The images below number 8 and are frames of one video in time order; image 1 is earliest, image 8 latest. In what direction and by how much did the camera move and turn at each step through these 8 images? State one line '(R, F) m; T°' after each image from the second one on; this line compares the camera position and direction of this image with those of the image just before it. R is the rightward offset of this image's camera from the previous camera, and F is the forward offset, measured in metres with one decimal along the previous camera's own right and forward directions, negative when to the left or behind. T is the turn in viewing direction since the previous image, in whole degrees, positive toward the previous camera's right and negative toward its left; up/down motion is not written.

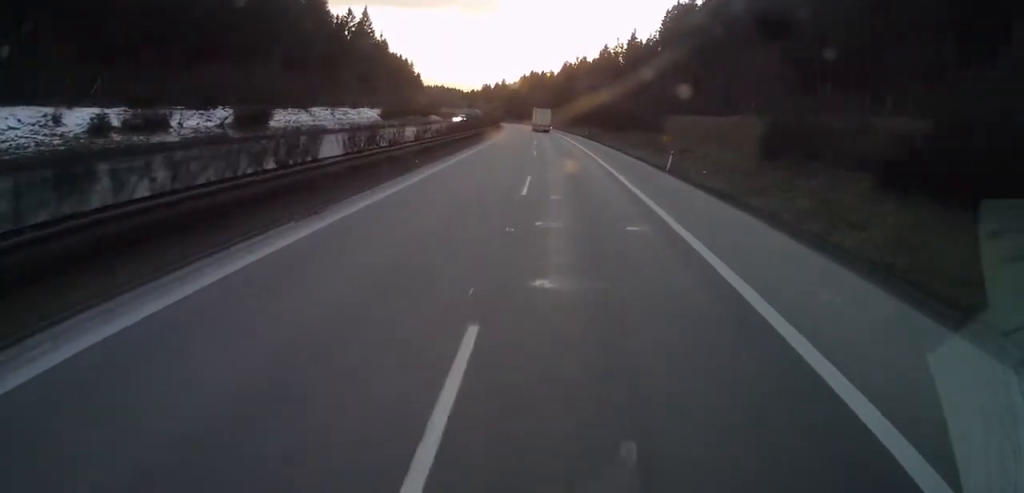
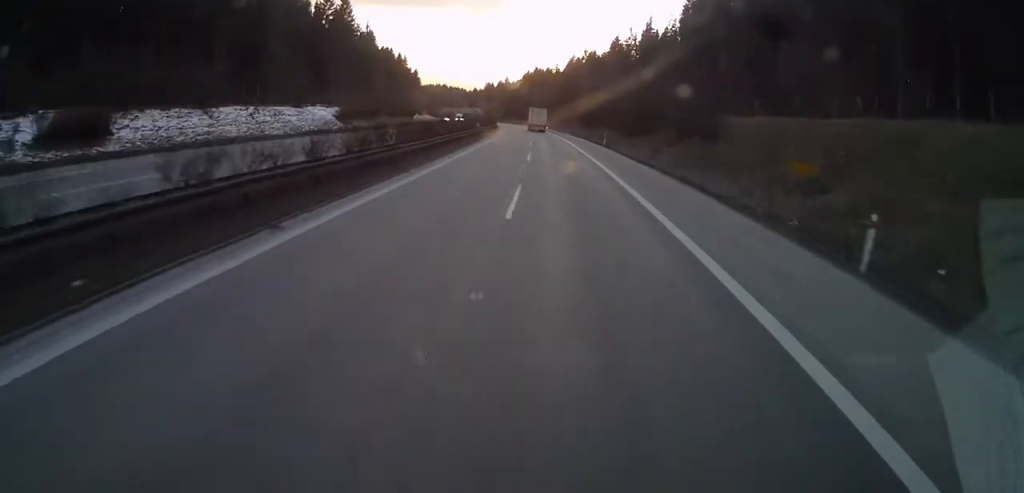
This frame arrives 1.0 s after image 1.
(-0.3, +22.7) m; -1°
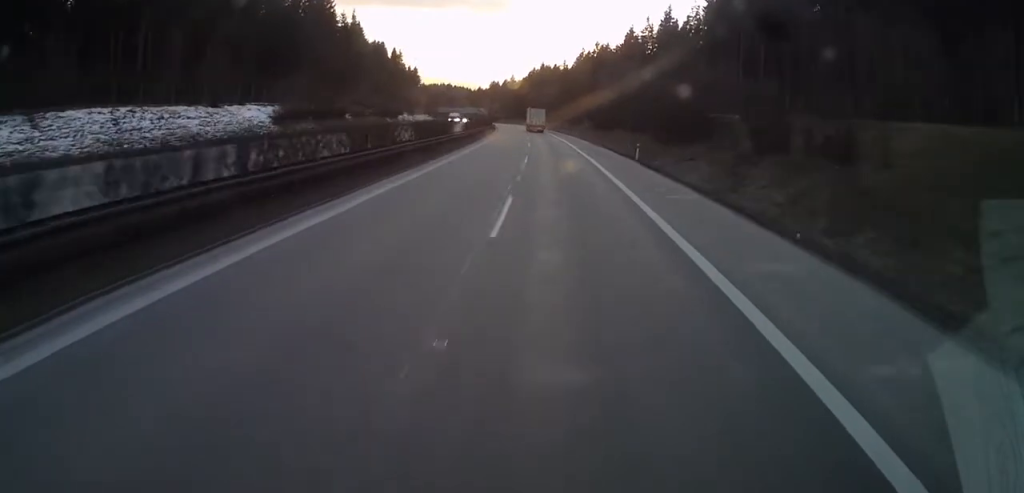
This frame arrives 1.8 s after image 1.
(0.0, +20.4) m; 0°
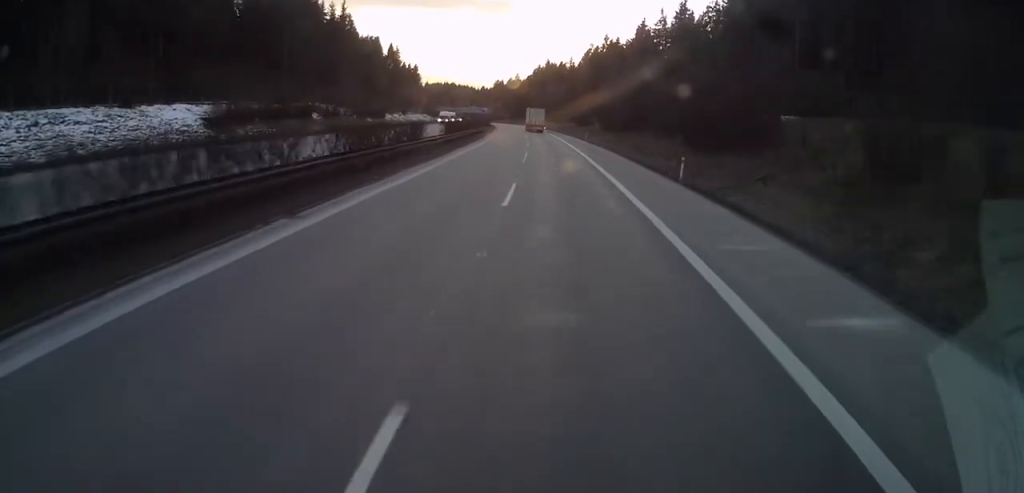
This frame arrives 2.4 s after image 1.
(+0.1, +13.3) m; -1°
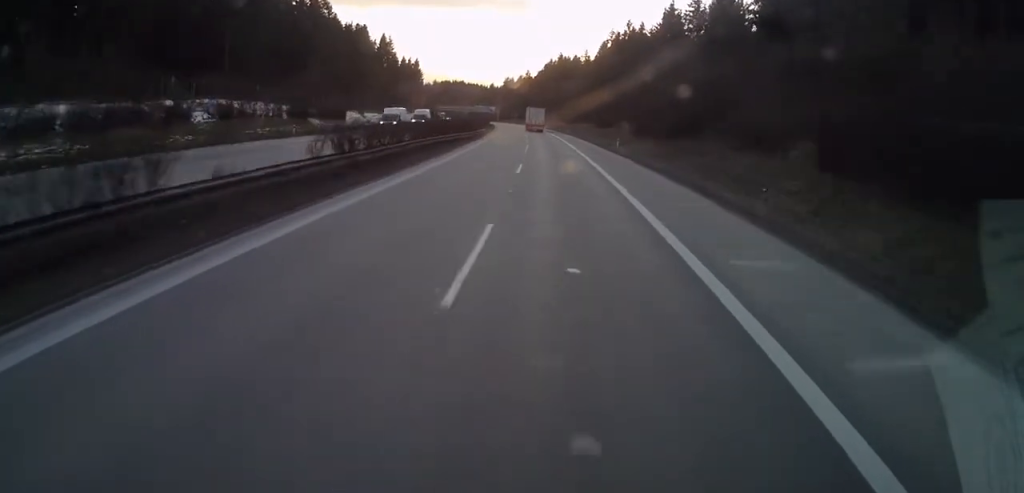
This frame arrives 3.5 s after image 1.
(-0.5, +26.5) m; -1°
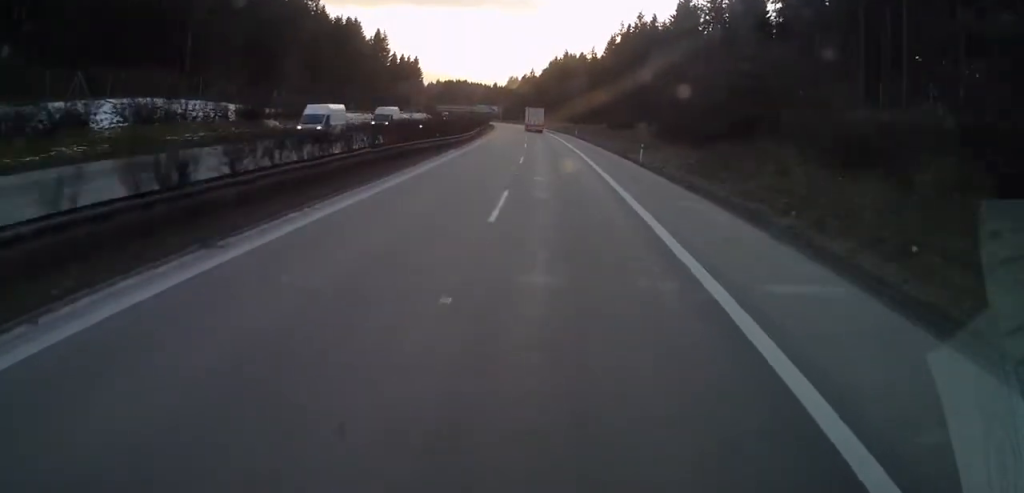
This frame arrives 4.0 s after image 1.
(0.0, +11.7) m; 0°
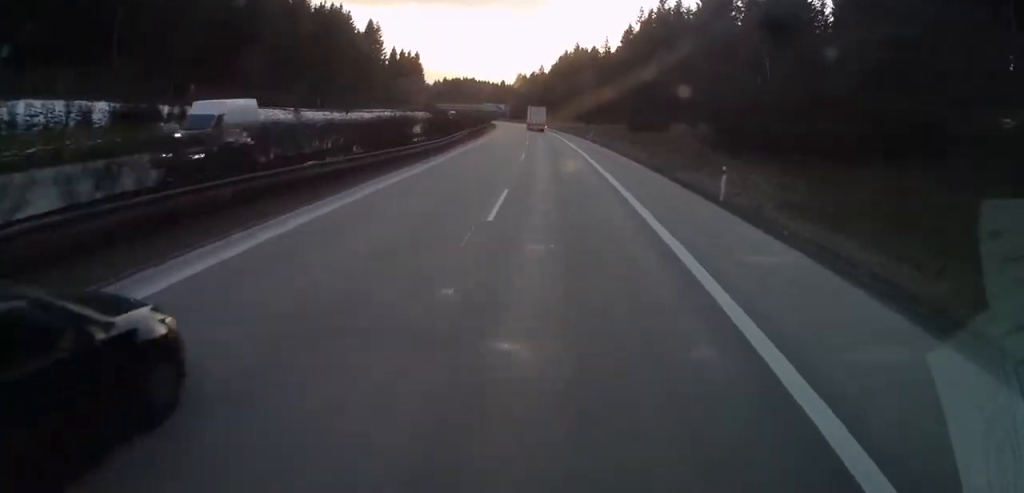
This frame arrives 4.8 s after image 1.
(0.0, +17.9) m; 0°
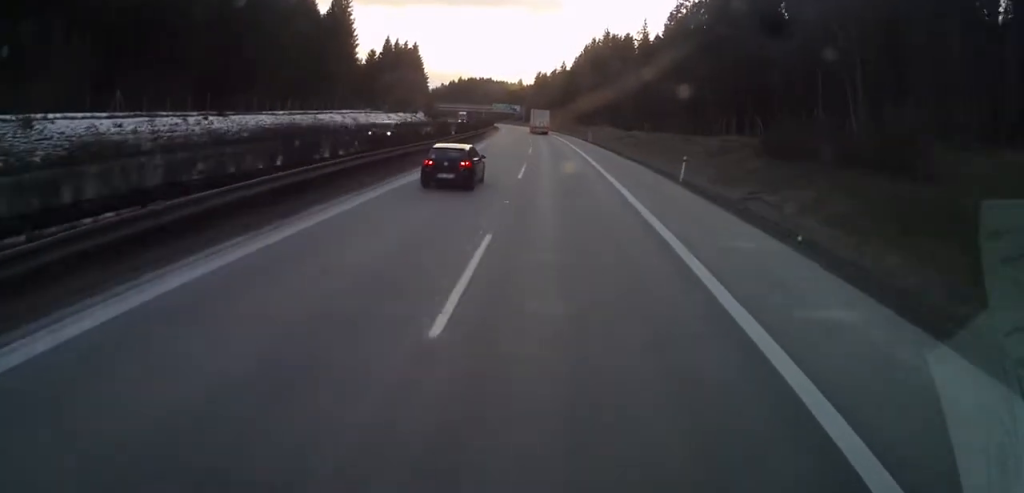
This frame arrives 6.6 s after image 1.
(-0.2, +42.9) m; -2°
